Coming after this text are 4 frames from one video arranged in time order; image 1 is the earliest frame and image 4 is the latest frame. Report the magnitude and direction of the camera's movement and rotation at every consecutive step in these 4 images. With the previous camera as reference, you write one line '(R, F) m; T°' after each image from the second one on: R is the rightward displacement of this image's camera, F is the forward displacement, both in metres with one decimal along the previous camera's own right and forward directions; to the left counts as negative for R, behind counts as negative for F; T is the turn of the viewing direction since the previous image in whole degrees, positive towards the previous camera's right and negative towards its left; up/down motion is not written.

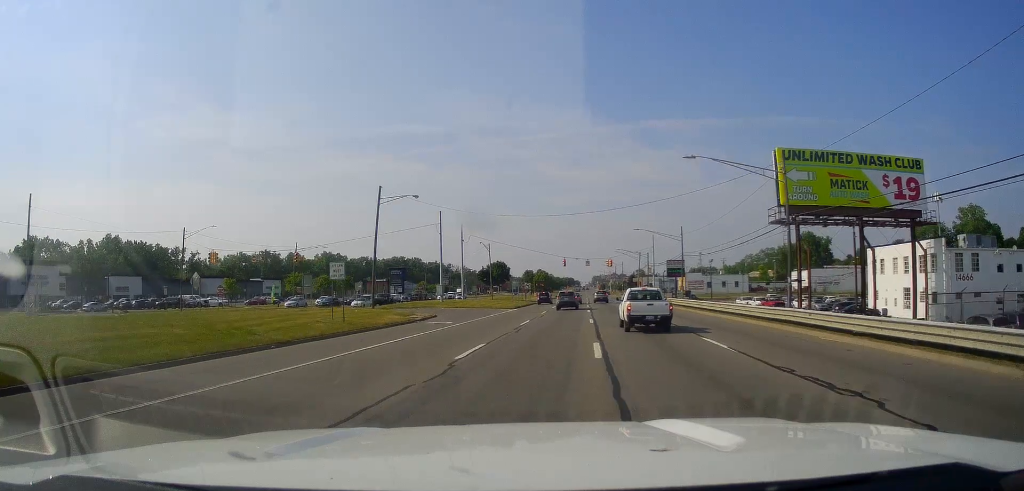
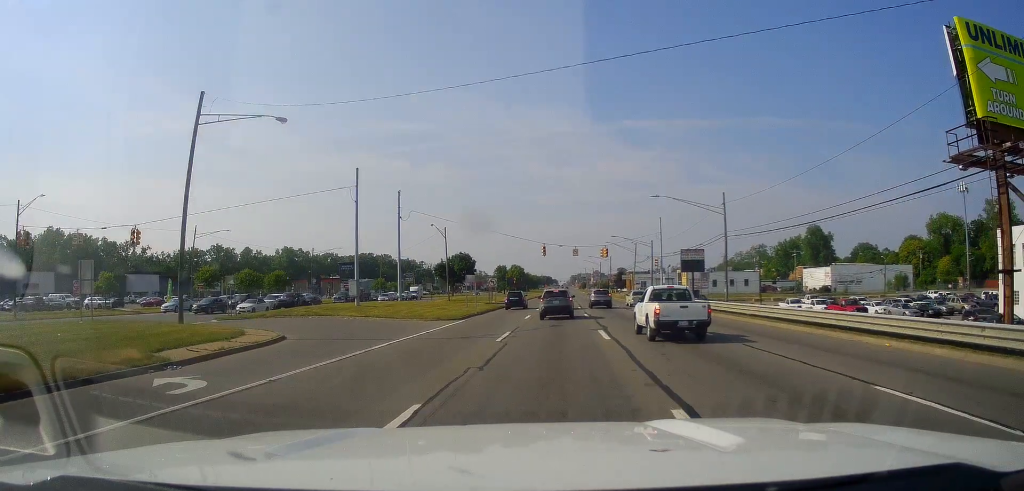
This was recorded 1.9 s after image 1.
(+0.7, +26.2) m; +4°
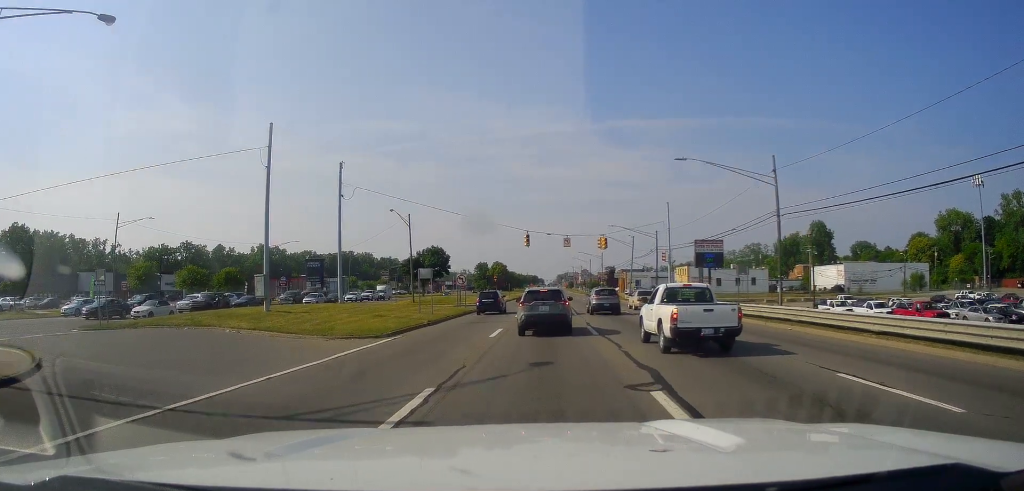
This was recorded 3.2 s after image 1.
(+0.4, +14.6) m; -2°
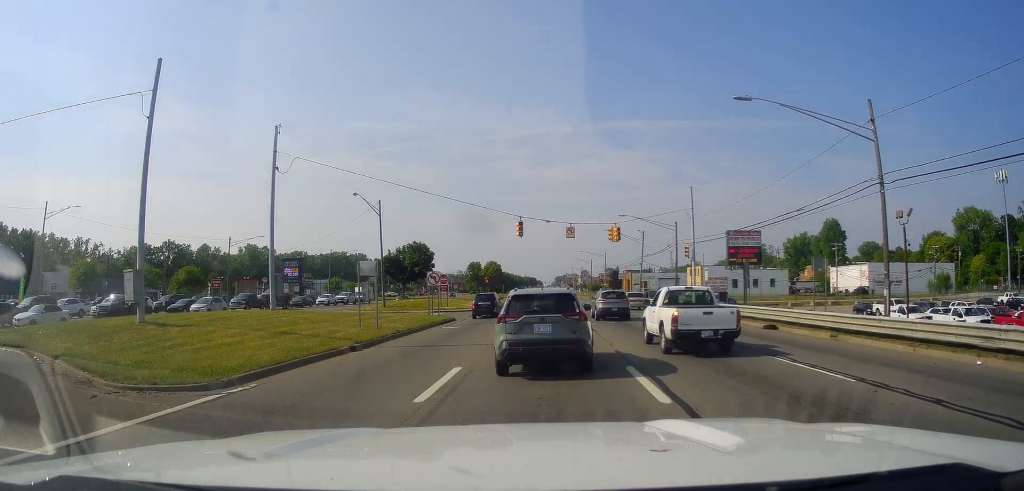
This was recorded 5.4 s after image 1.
(-0.9, +13.6) m; 0°
